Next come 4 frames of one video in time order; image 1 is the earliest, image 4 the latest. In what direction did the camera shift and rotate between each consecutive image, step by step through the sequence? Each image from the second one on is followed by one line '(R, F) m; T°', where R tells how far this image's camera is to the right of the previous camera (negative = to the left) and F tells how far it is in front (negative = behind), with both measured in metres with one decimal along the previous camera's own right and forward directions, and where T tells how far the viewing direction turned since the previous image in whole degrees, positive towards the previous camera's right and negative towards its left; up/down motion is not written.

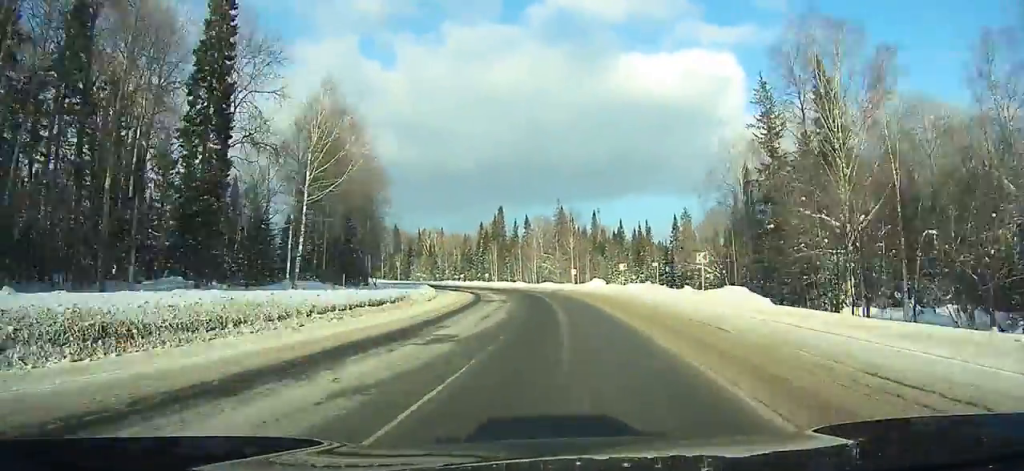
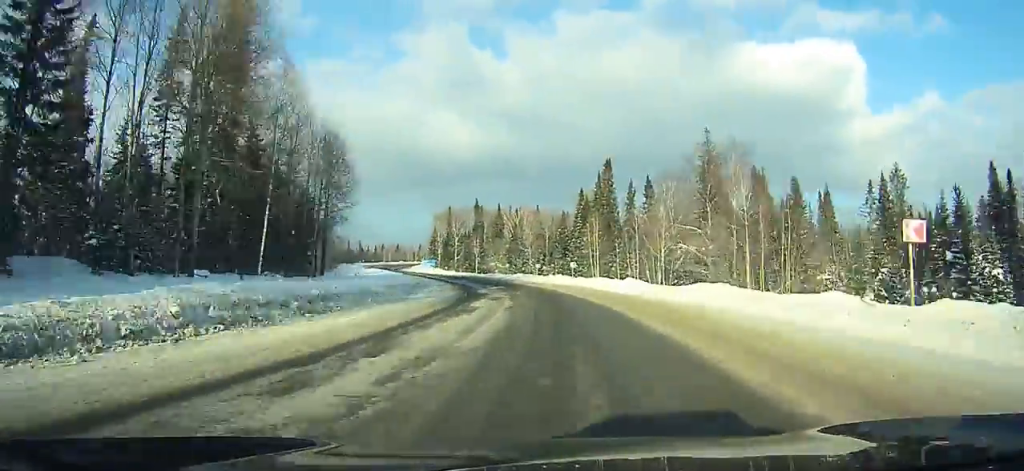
(-4.6, +64.6) m; -10°
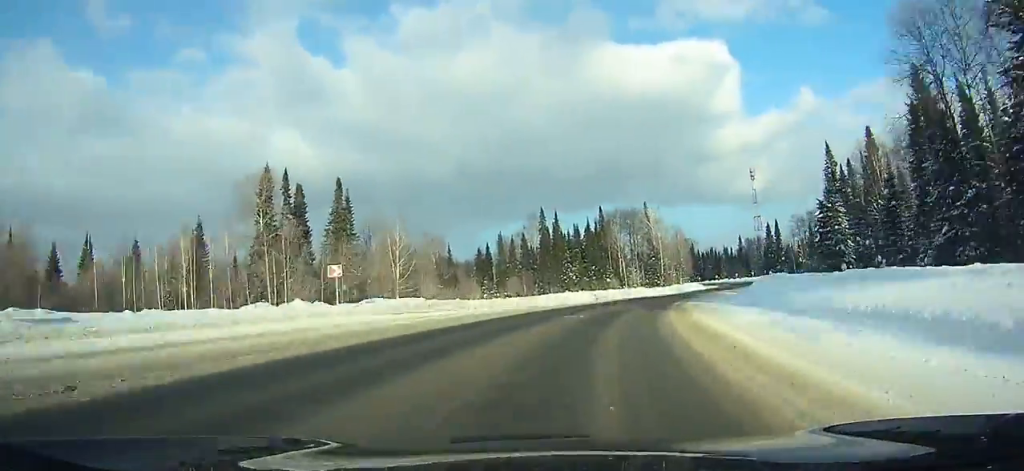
(-66.9, +286.9) m; +13°
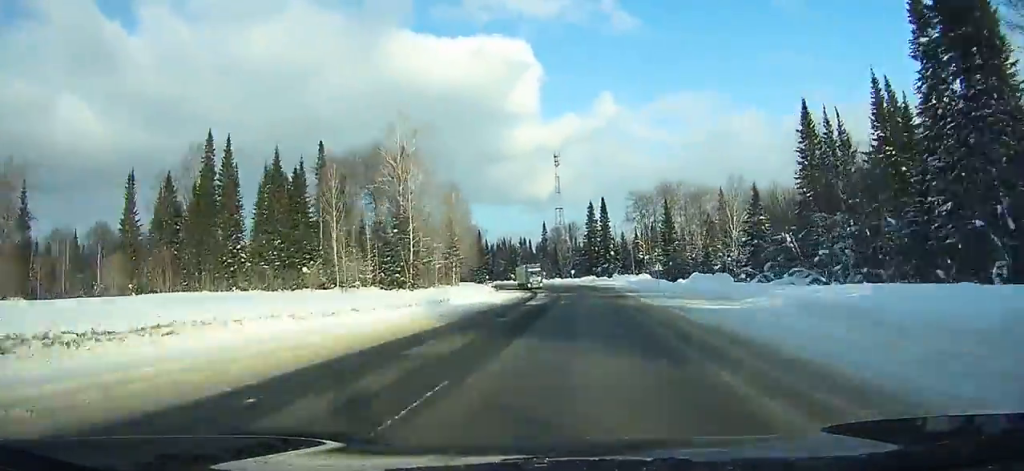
(+17.7, +70.6) m; +19°
